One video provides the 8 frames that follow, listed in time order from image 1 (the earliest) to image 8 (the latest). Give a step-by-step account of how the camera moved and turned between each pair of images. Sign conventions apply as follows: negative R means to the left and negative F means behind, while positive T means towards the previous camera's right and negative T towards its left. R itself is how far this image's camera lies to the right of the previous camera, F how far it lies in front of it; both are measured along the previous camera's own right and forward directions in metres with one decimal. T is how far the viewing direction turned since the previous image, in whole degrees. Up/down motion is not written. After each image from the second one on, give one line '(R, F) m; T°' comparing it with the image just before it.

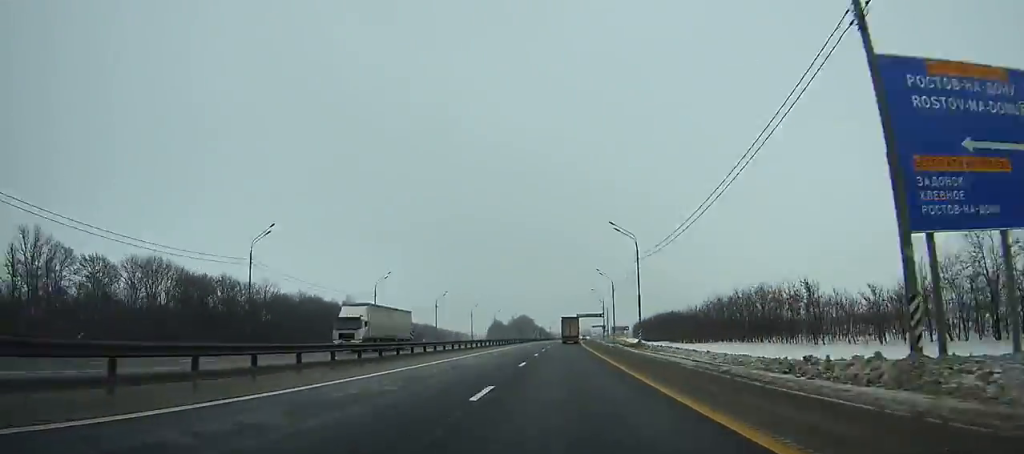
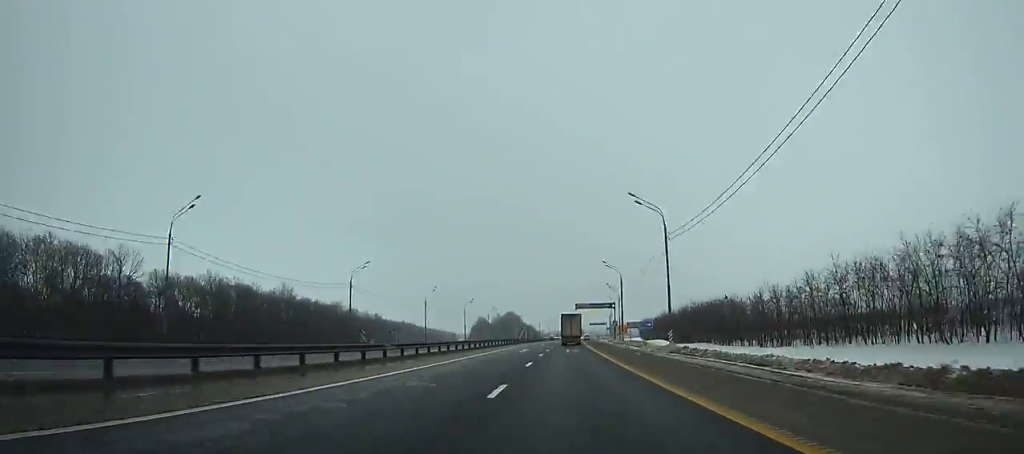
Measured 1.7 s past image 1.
(+0.7, +47.0) m; +1°
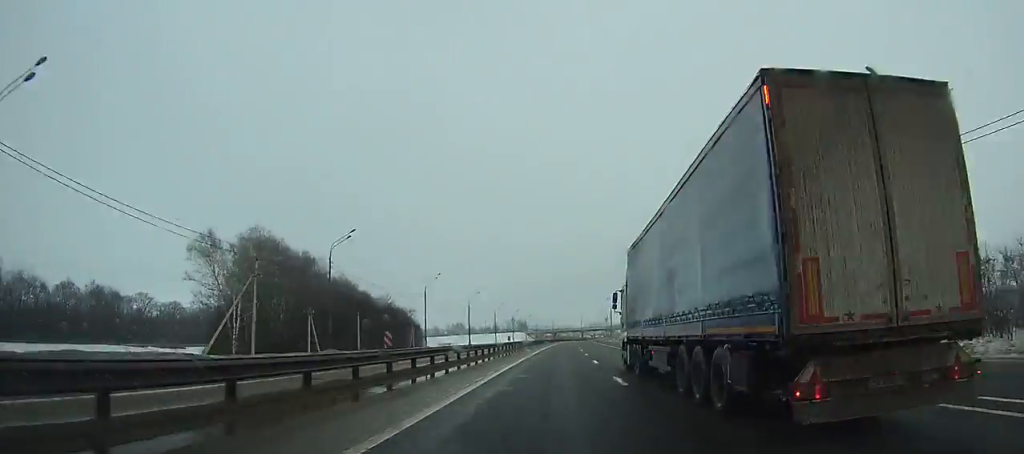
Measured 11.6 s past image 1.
(+11.3, +271.6) m; +6°
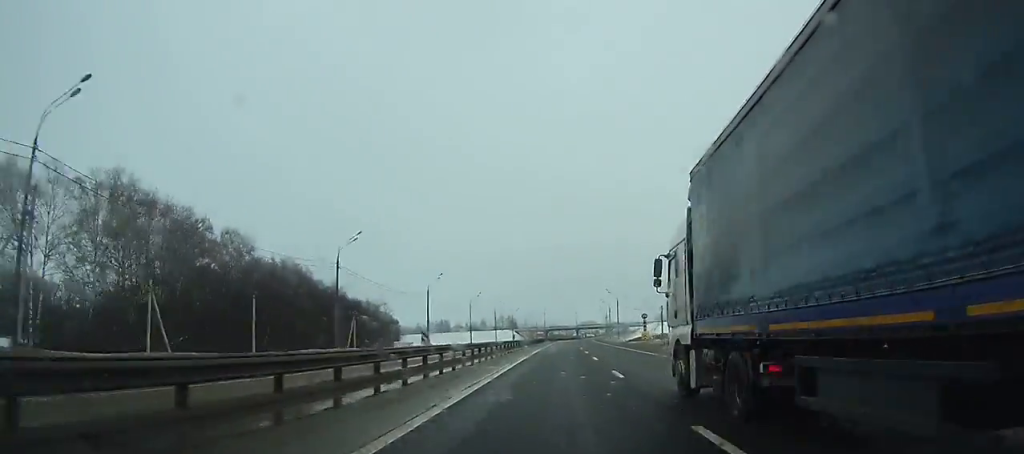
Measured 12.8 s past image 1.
(+0.2, +33.3) m; +1°
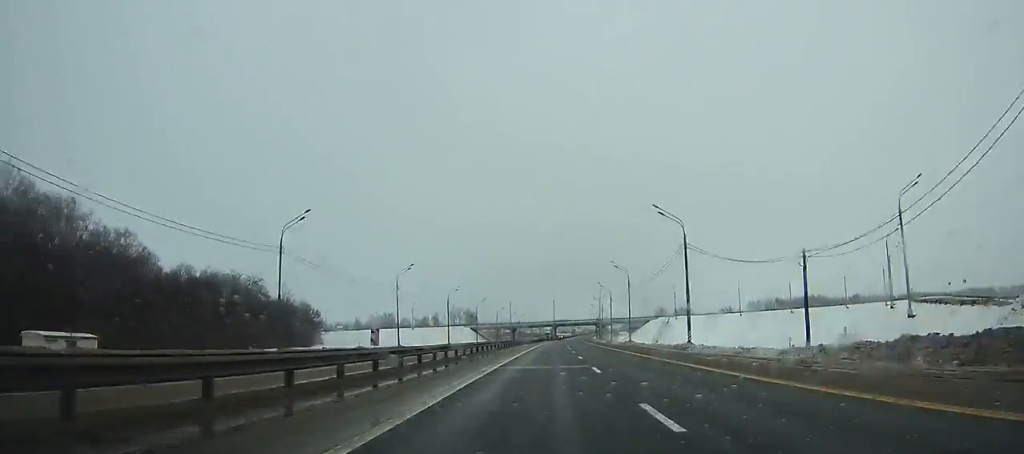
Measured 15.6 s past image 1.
(+1.3, +78.4) m; +2°
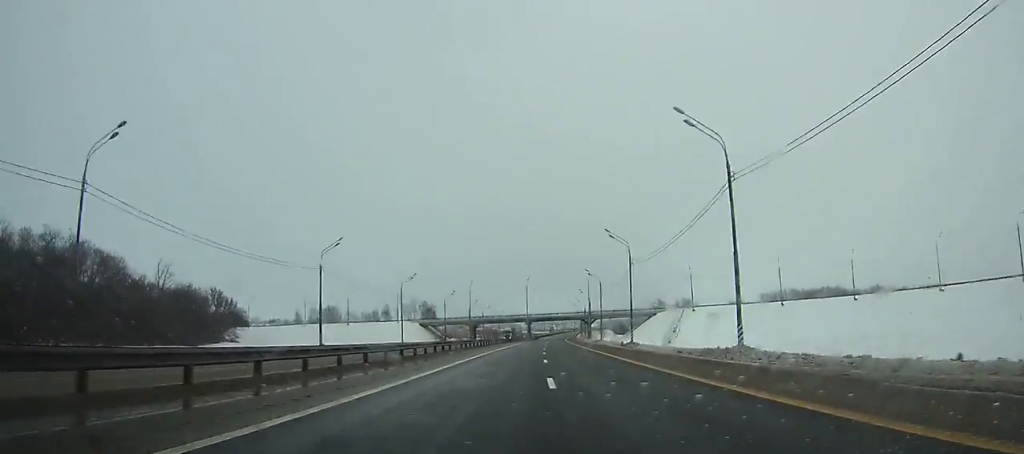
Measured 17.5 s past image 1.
(+1.3, +53.6) m; +1°
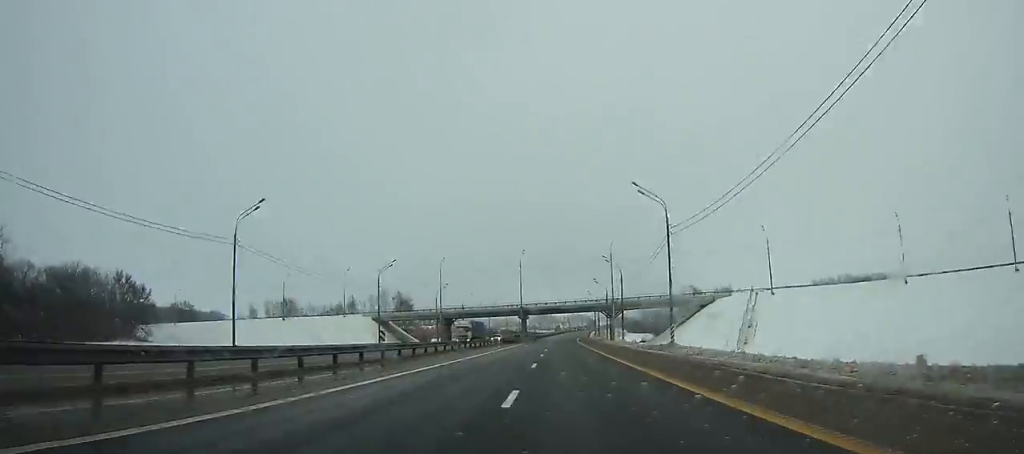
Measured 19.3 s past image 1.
(+0.4, +50.9) m; +1°
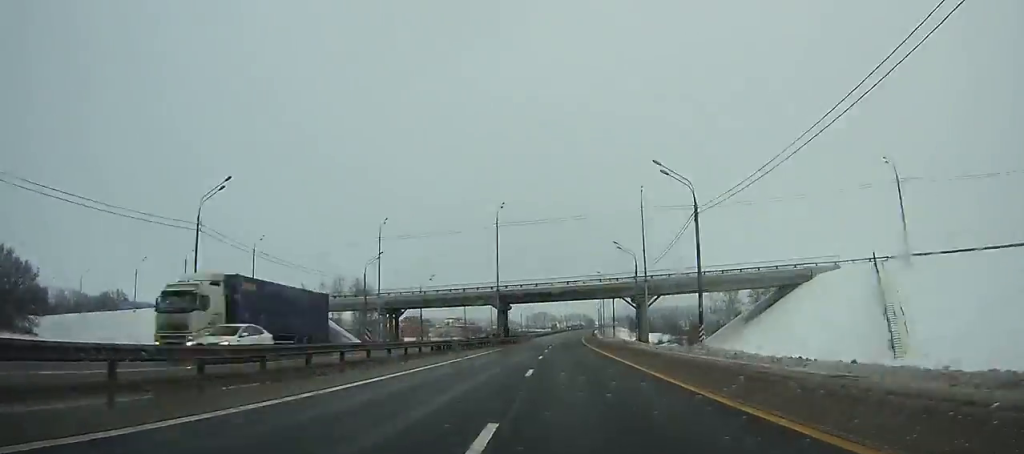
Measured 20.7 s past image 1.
(-0.1, +39.6) m; 0°
